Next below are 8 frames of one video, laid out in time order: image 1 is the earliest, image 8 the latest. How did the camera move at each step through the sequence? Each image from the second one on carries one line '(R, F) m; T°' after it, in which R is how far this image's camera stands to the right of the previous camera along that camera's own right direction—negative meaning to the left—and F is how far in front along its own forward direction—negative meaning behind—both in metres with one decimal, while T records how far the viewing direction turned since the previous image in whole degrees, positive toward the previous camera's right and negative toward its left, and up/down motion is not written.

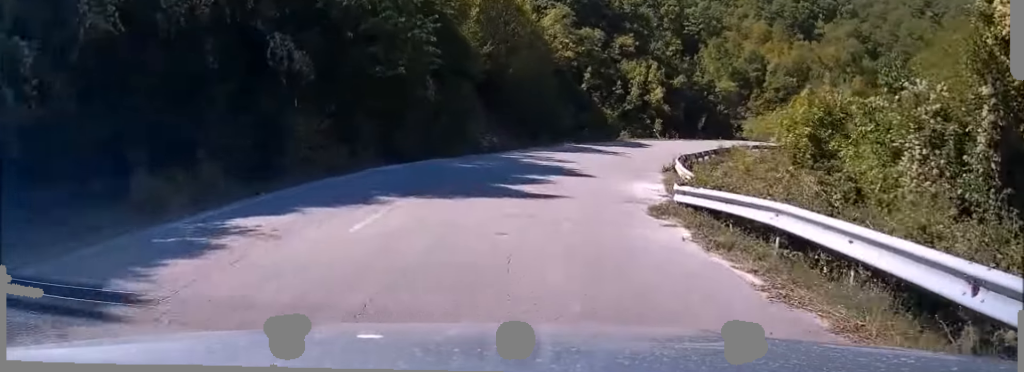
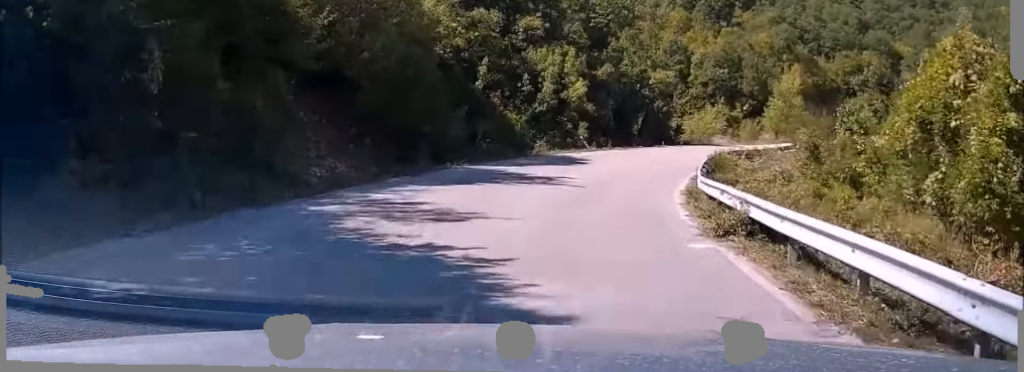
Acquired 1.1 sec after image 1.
(+1.0, +16.3) m; +10°
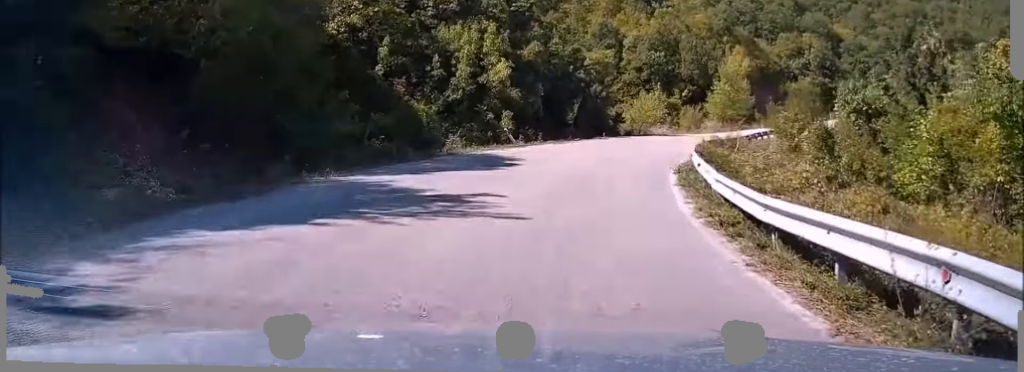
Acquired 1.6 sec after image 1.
(+0.4, +8.6) m; +7°
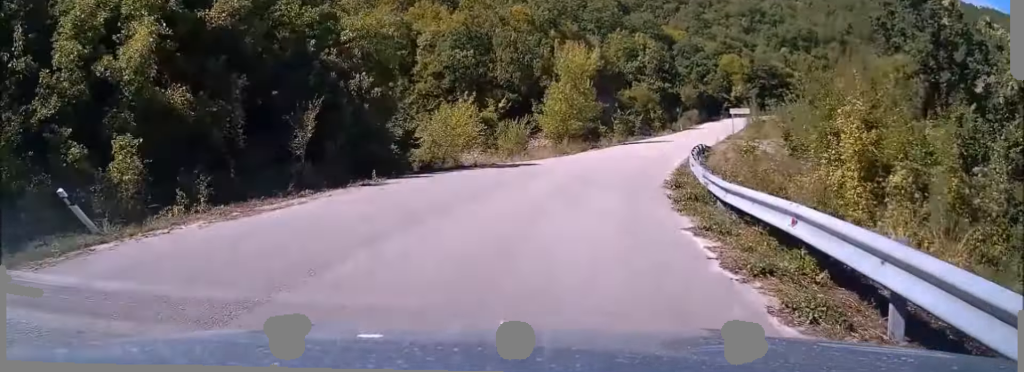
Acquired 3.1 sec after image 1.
(+3.2, +21.6) m; +16°
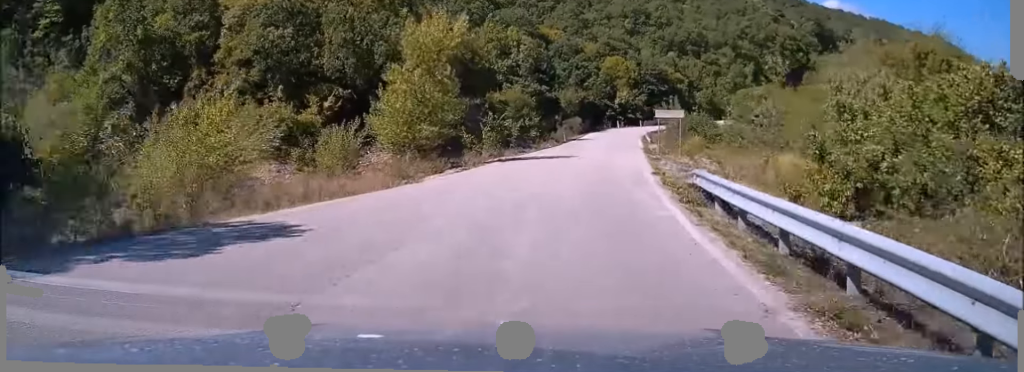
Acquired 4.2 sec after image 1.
(+1.7, +16.5) m; +10°
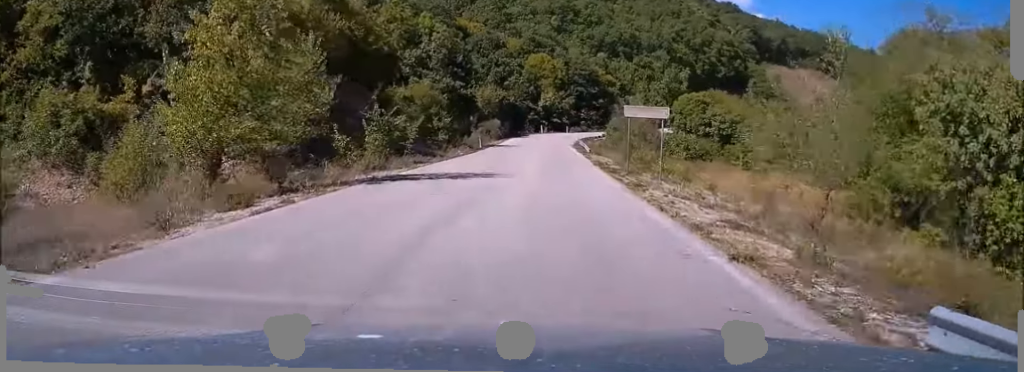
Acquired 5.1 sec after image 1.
(+0.8, +13.4) m; +6°
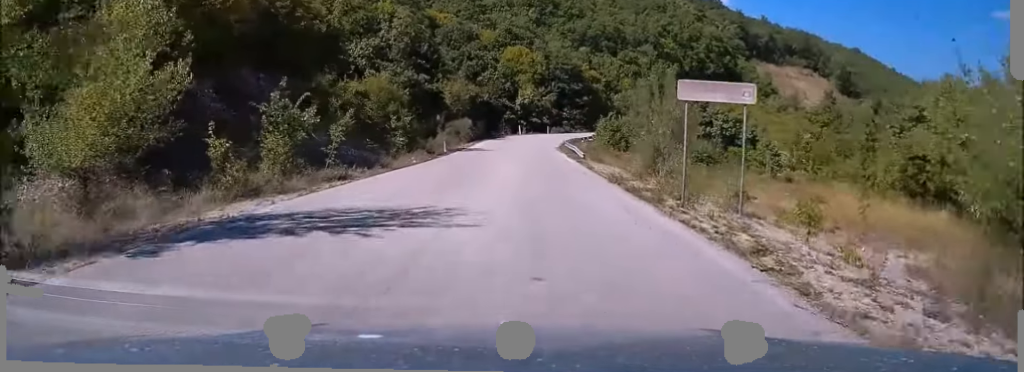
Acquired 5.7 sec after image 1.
(+0.2, +10.7) m; +4°
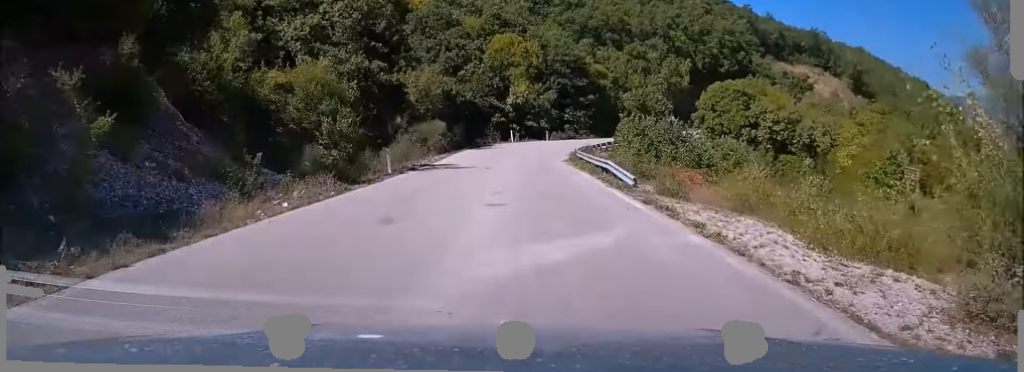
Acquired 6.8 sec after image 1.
(+0.8, +18.3) m; +3°
